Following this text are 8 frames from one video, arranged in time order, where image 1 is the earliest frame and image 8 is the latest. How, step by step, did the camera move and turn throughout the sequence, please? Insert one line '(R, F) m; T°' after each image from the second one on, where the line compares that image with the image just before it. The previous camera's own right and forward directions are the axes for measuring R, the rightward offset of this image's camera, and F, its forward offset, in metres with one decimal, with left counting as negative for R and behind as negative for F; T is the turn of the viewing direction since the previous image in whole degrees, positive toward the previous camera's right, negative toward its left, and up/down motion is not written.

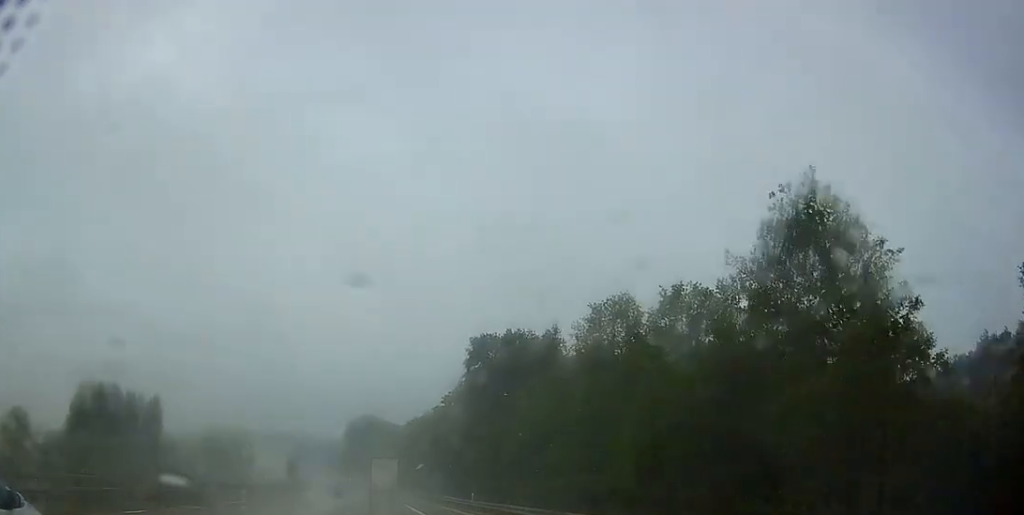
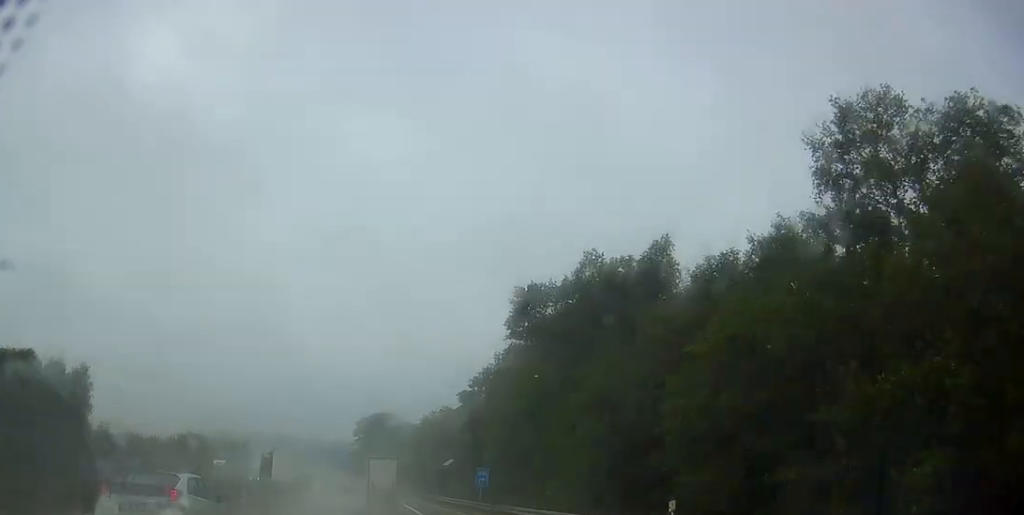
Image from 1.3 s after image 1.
(+0.1, +30.5) m; 0°
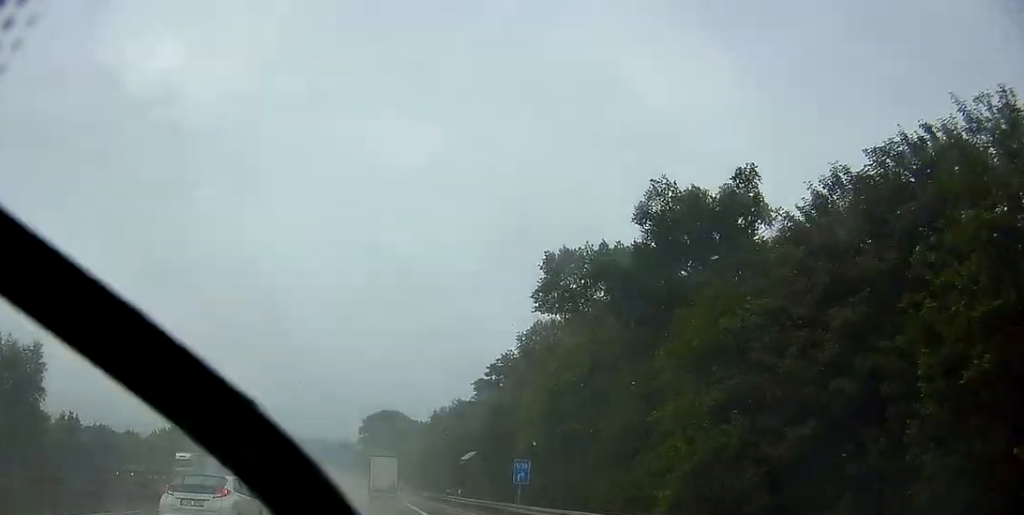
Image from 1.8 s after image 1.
(-0.2, +13.0) m; -1°
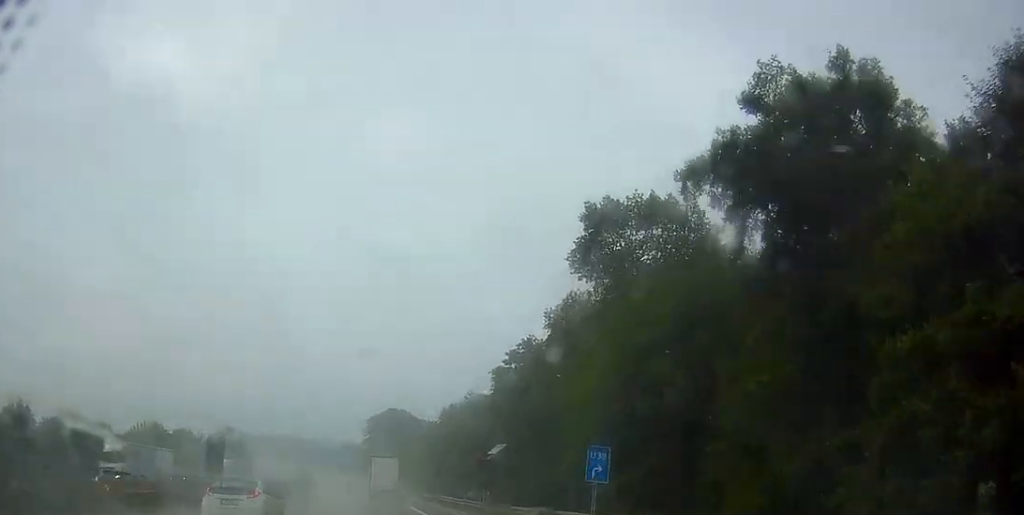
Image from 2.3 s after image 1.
(-0.2, +13.0) m; -1°
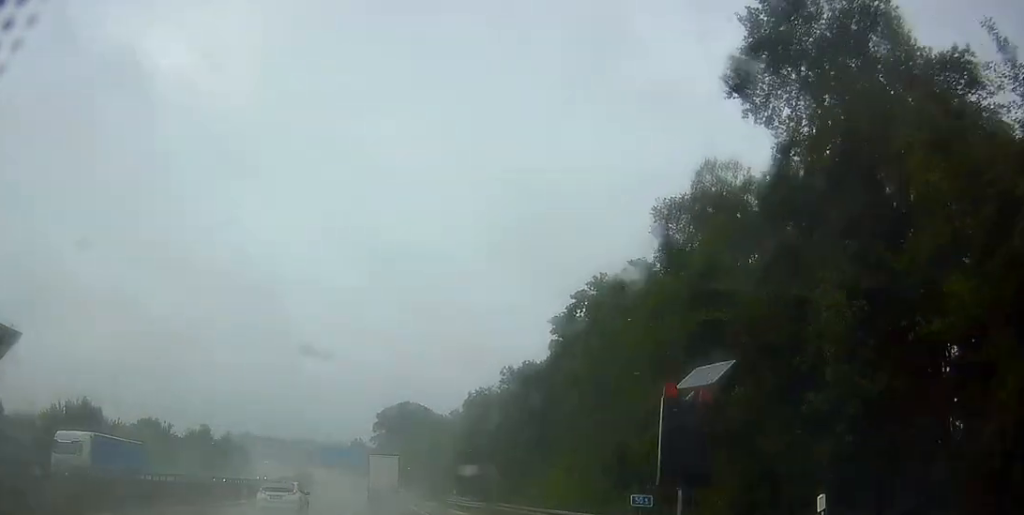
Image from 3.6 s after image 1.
(-0.3, +31.1) m; -2°
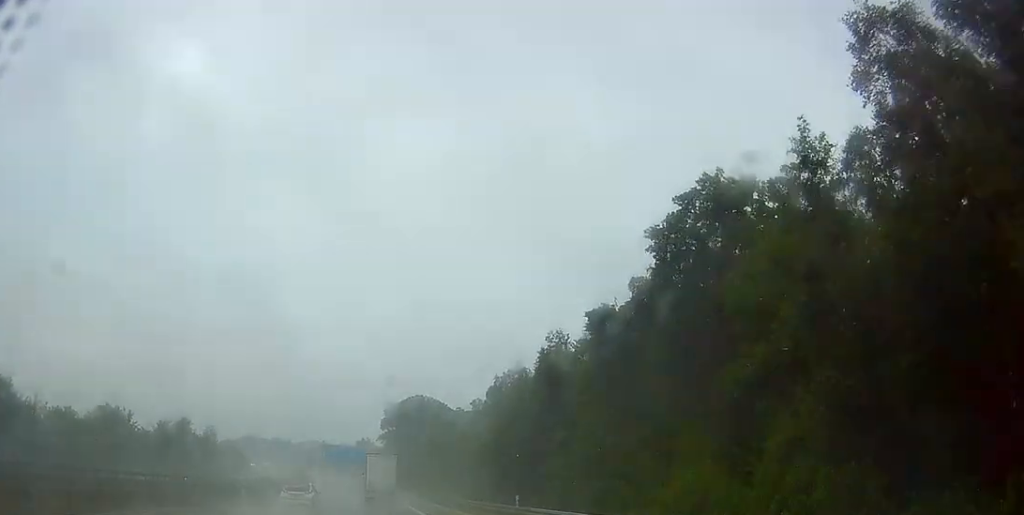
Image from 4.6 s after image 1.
(-0.5, +25.4) m; -1°
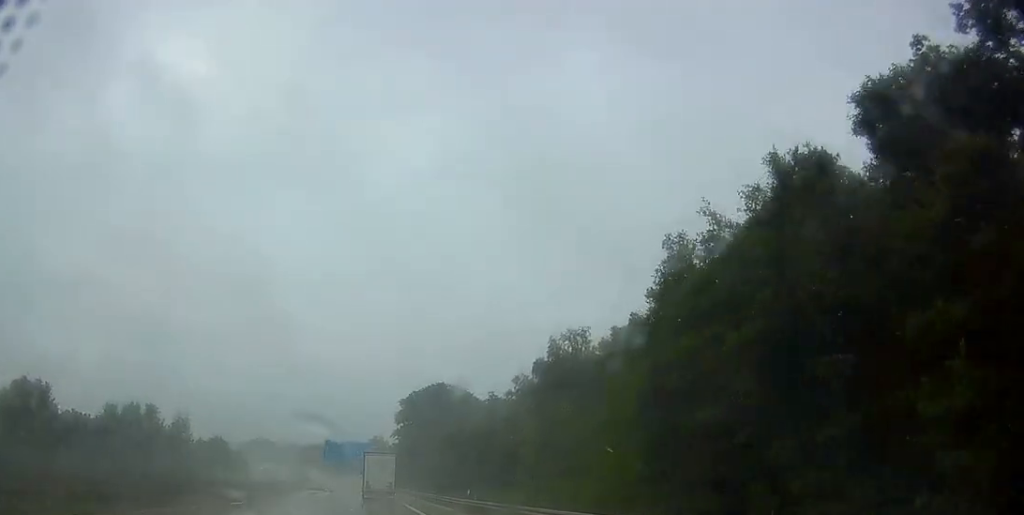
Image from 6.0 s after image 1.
(-0.1, +32.4) m; -1°
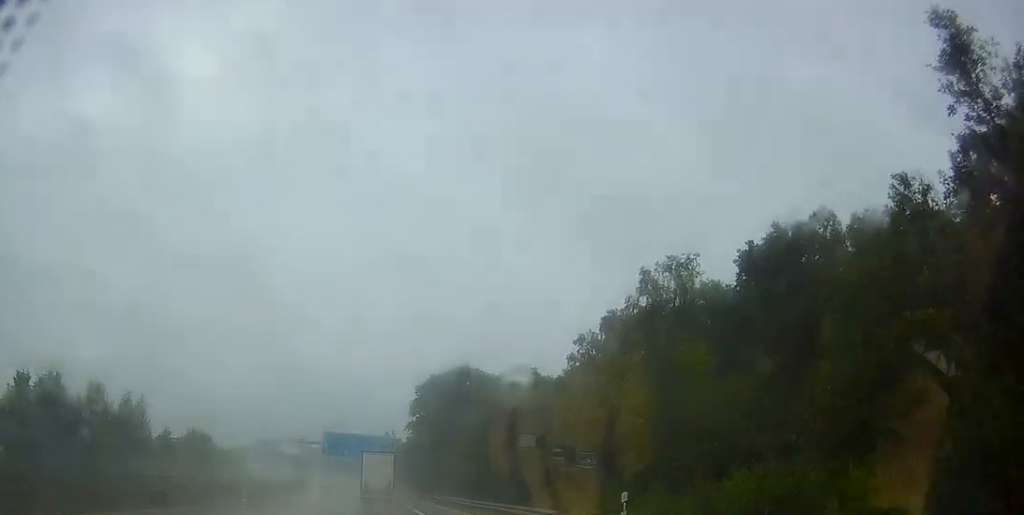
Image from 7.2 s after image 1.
(-0.6, +30.5) m; -3°
